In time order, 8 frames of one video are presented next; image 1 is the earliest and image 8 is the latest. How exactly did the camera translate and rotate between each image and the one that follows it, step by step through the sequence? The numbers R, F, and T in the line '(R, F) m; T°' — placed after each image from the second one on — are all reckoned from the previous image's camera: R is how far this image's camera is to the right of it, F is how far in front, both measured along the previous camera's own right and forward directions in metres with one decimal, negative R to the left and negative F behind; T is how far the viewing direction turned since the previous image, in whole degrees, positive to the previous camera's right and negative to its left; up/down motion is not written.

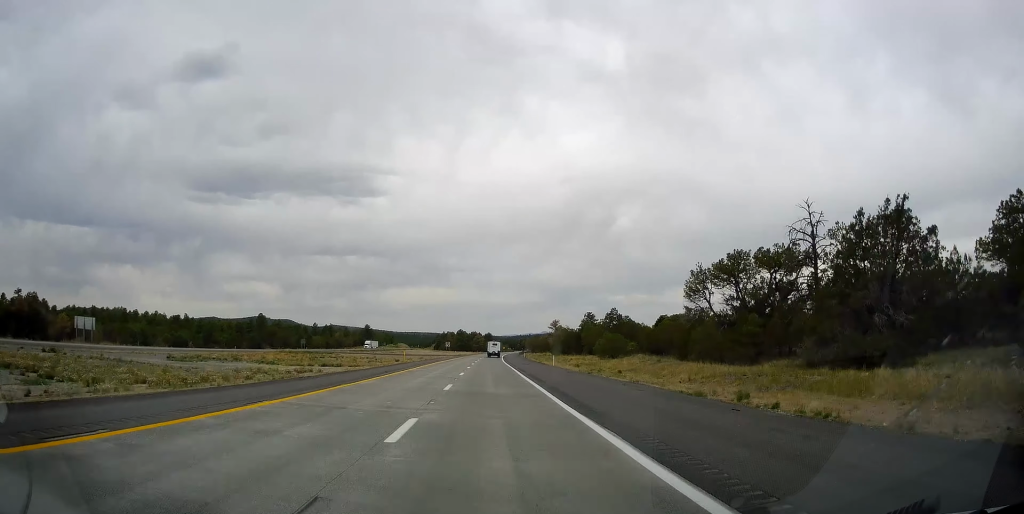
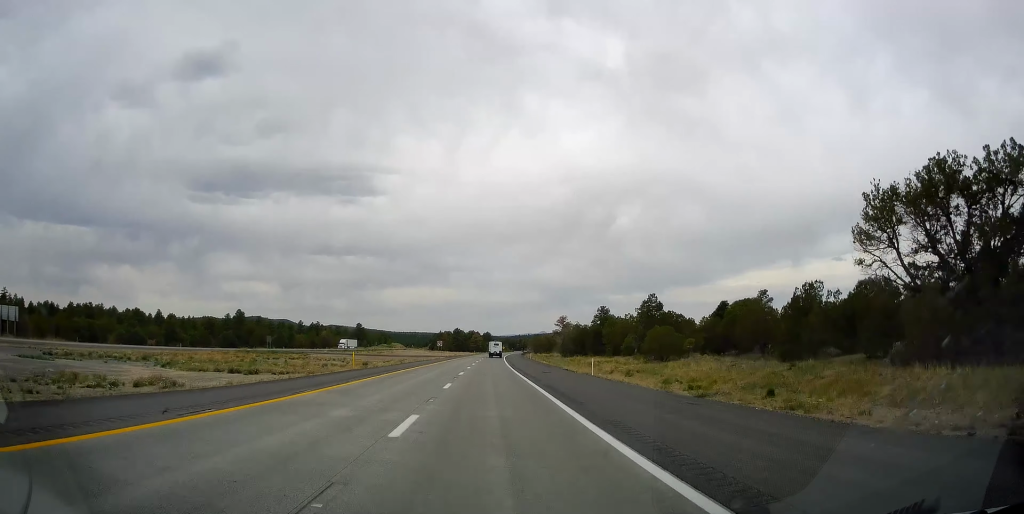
(+0.2, +24.2) m; 0°
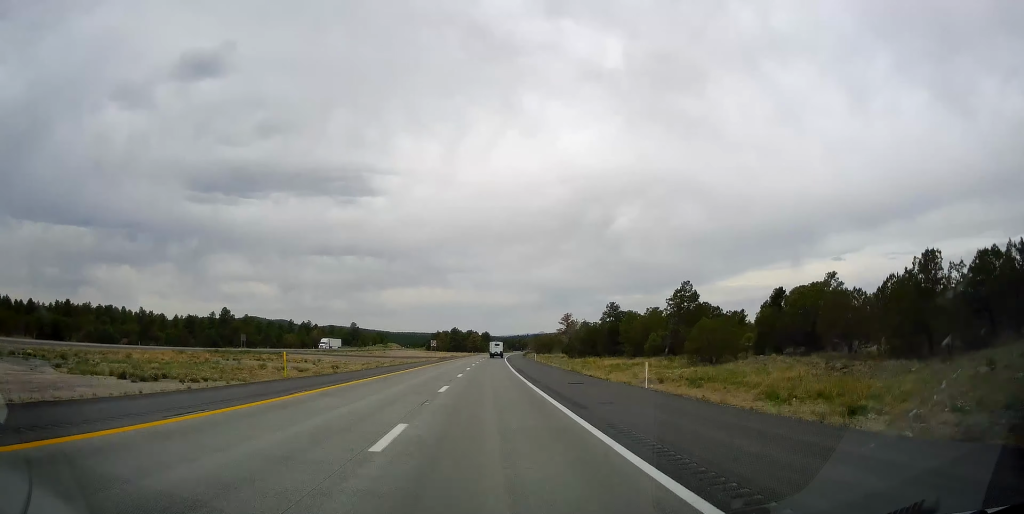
(0.0, +13.8) m; 0°
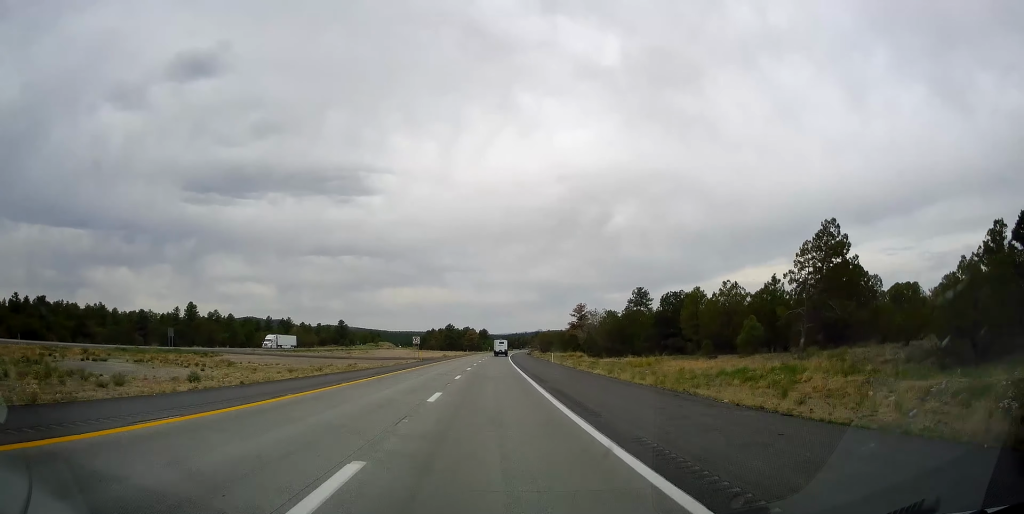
(0.0, +28.7) m; 0°
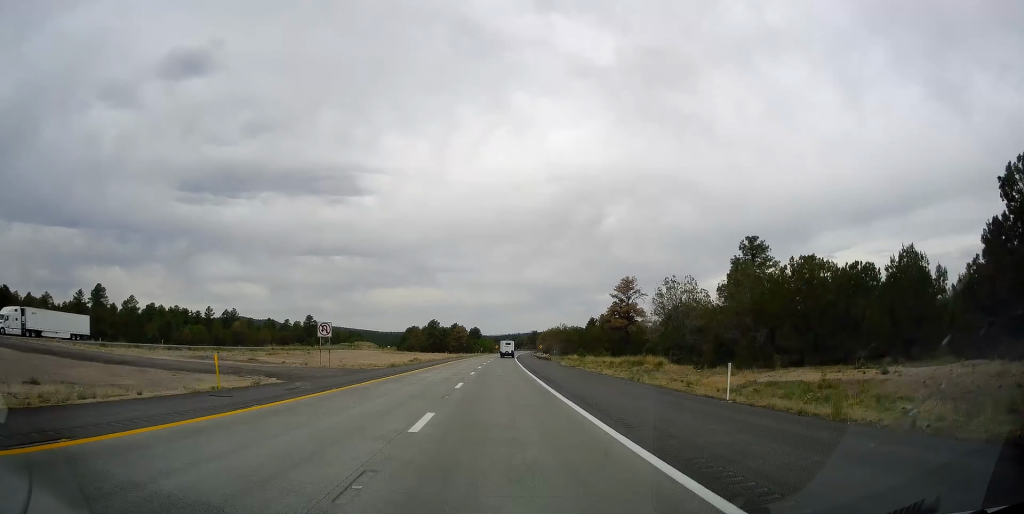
(-0.1, +54.8) m; 0°
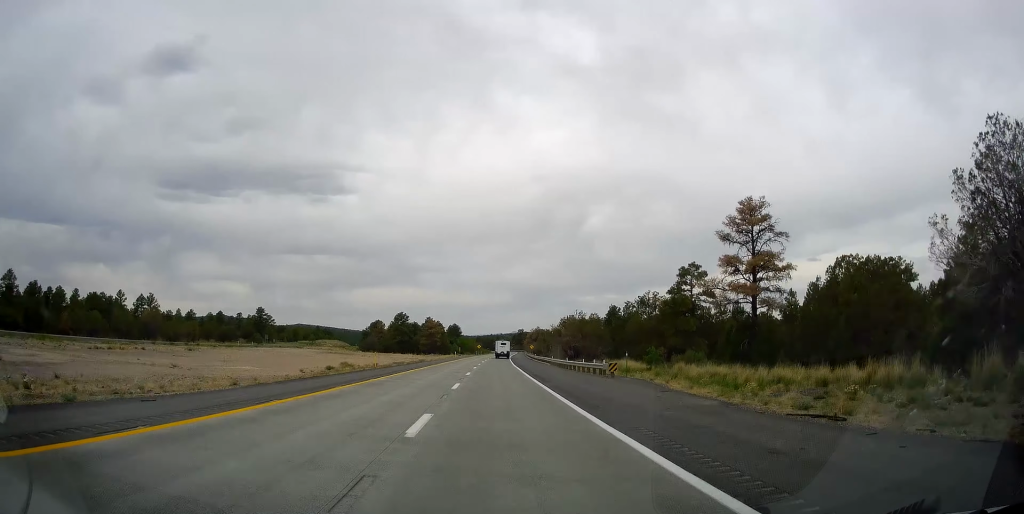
(+0.5, +49.3) m; +1°
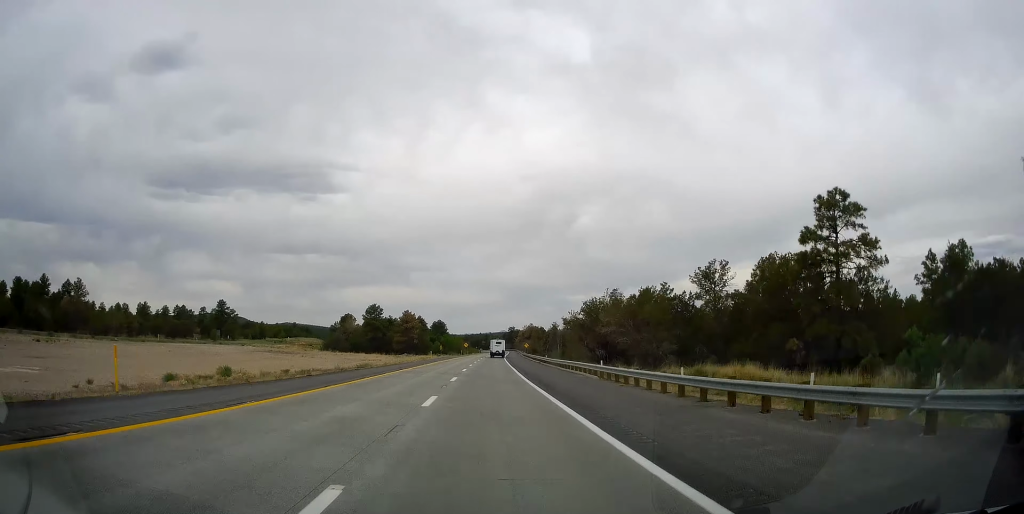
(+0.2, +32.1) m; +1°
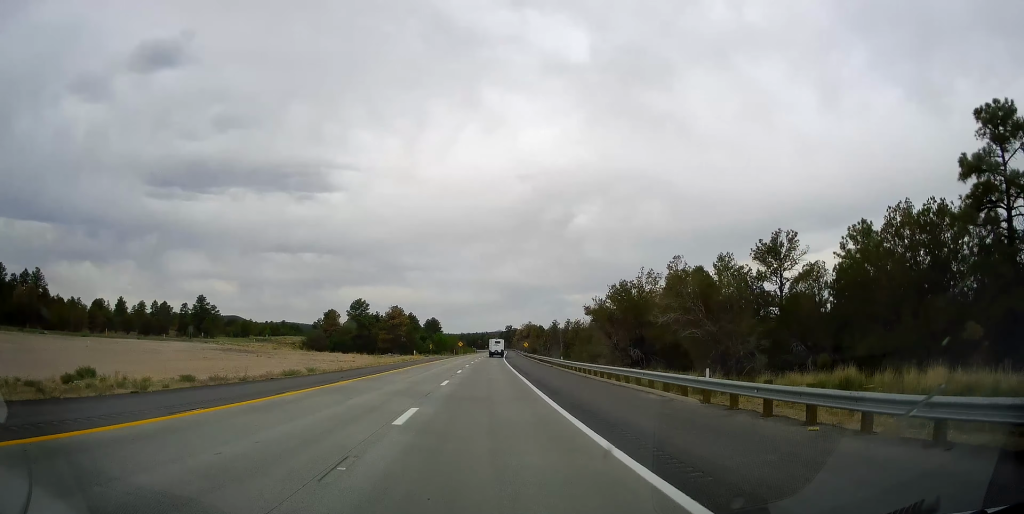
(-0.1, +16.0) m; 0°
